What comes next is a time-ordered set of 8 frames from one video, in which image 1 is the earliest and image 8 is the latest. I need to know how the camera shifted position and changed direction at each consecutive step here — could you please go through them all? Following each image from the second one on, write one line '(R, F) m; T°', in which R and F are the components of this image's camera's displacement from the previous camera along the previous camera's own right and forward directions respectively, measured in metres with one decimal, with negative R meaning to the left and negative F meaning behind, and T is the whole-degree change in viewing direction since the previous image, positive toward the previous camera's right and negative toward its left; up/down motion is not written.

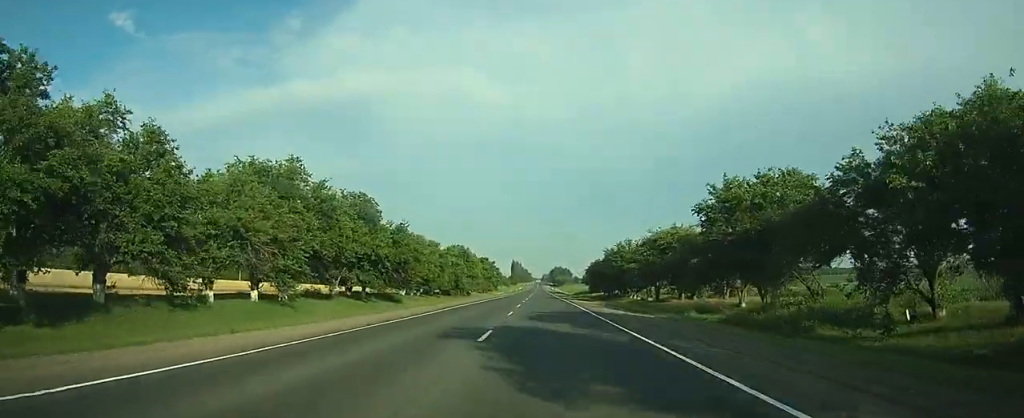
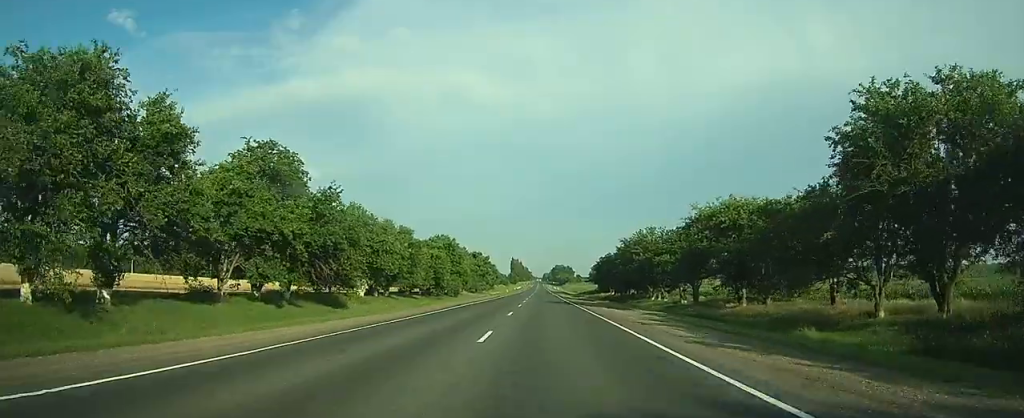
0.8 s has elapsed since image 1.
(0.0, +23.8) m; 0°
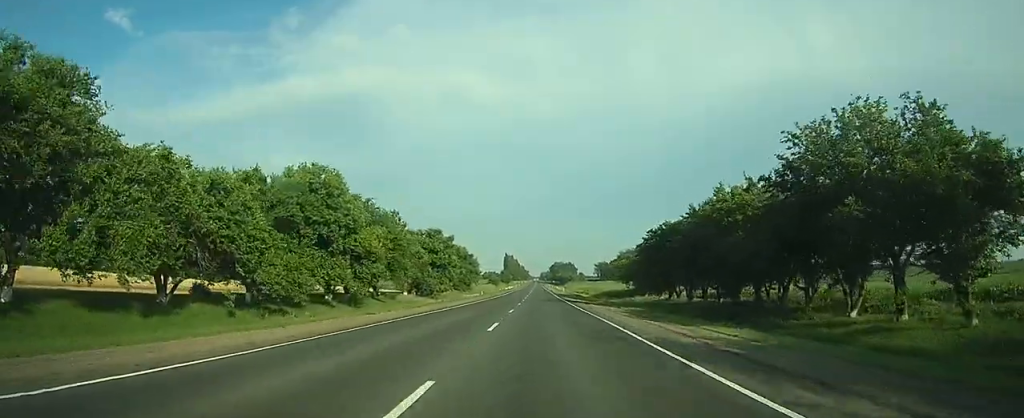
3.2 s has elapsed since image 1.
(-0.1, +67.2) m; 0°
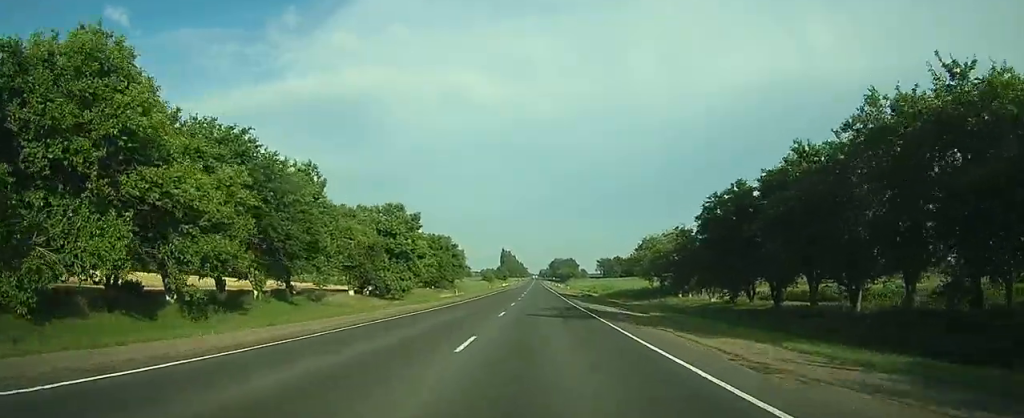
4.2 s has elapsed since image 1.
(0.0, +29.1) m; 0°
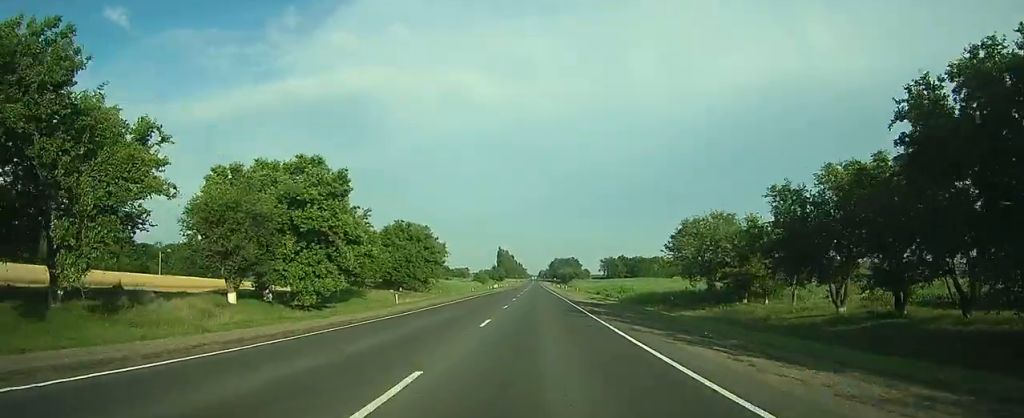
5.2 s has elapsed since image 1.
(+0.1, +29.2) m; 0°
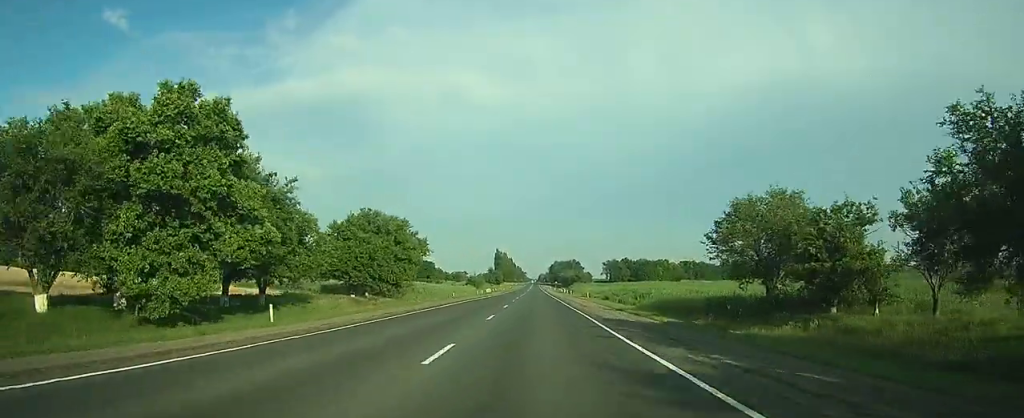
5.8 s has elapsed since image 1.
(0.0, +19.6) m; 0°
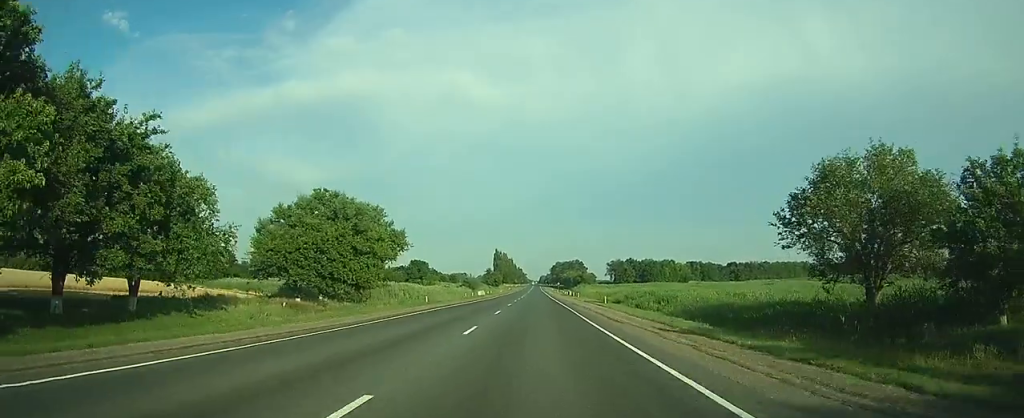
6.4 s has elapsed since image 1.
(0.0, +17.6) m; 0°
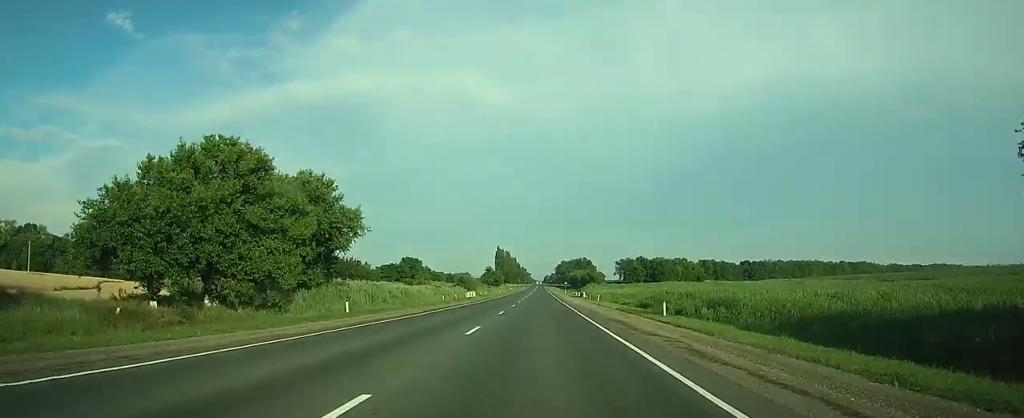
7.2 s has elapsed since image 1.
(-0.1, +23.6) m; 0°
